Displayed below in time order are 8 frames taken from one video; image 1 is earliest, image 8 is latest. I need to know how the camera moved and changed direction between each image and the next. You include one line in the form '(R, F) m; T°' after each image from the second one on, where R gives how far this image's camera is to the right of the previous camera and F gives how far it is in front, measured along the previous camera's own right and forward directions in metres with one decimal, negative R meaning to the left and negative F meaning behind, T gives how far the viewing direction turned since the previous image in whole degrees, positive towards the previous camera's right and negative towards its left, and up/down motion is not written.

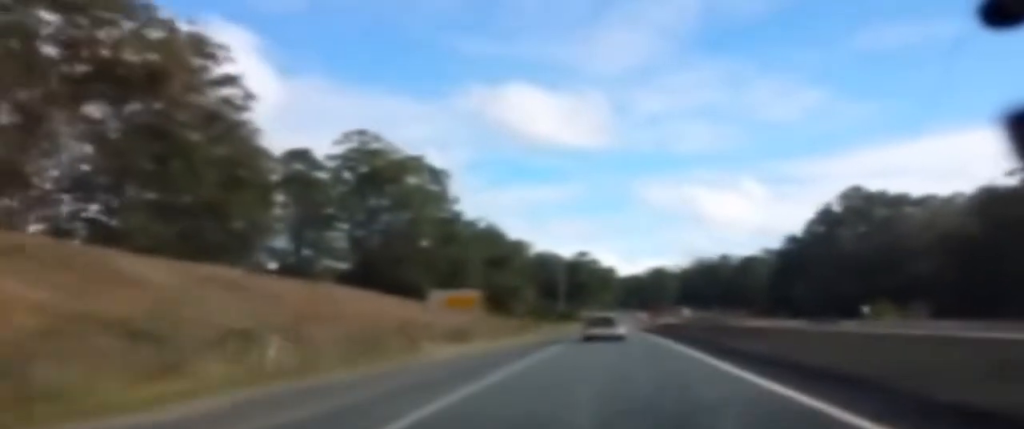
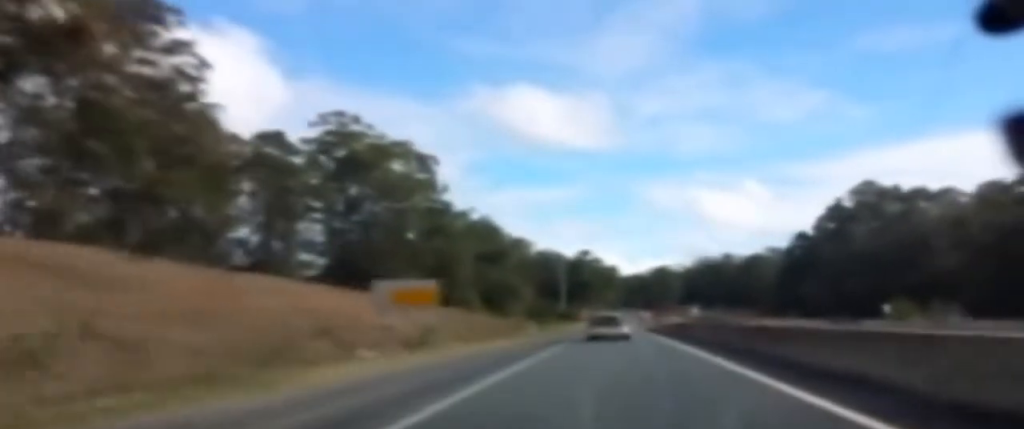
(-0.1, +10.9) m; 0°
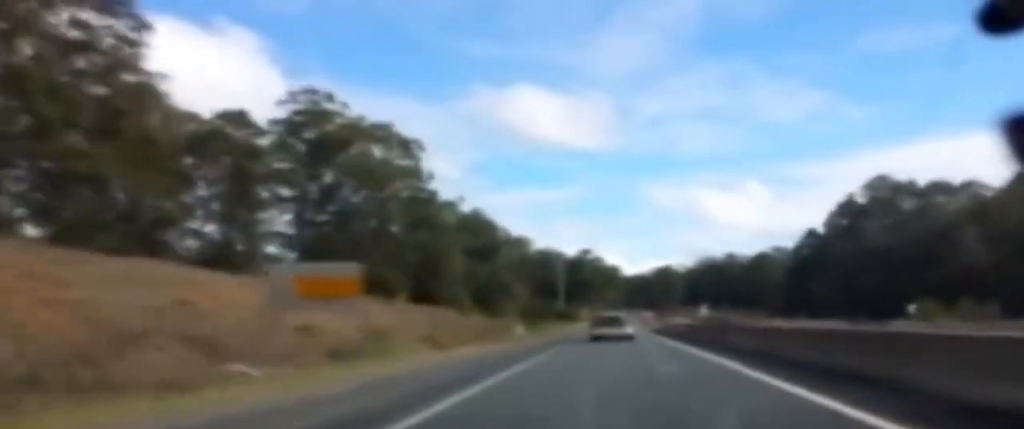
(0.0, +10.1) m; 0°
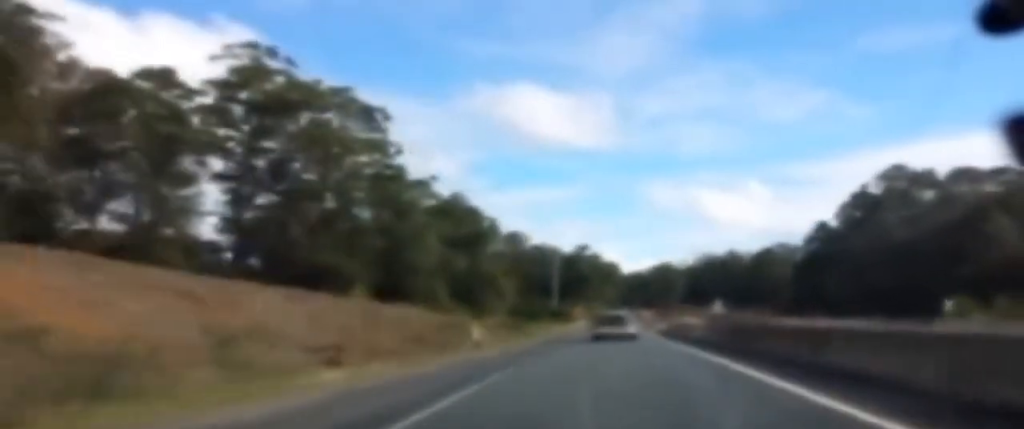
(-0.1, +14.0) m; +1°
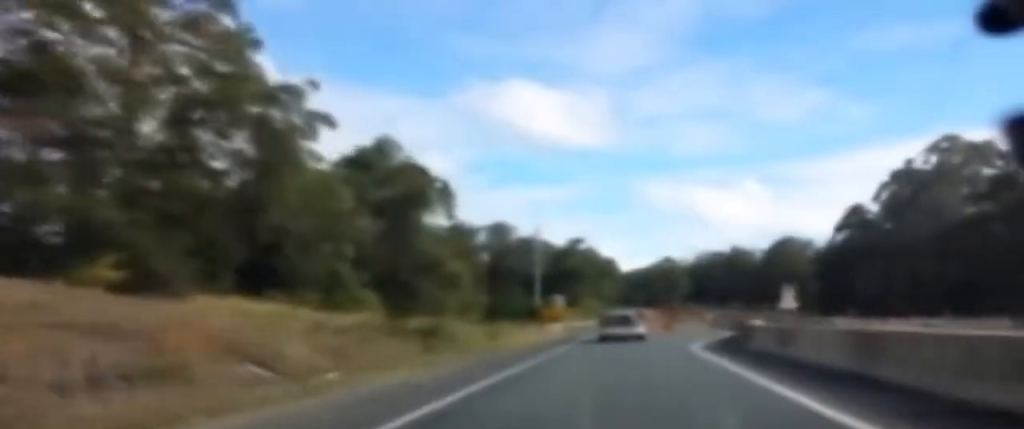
(+0.8, +33.4) m; +2°
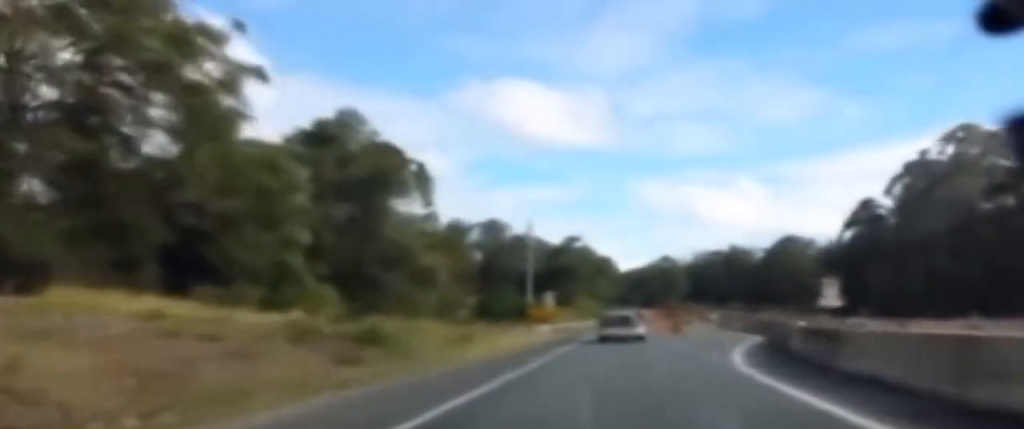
(0.0, +9.7) m; 0°
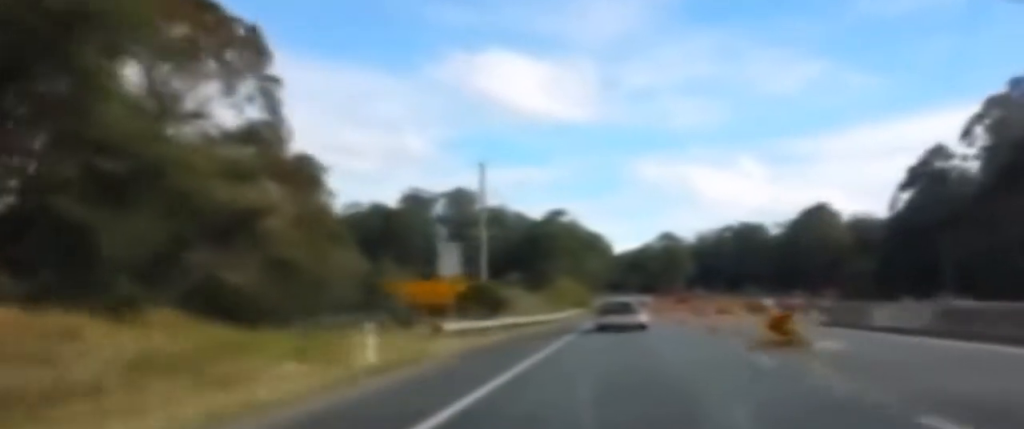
(0.0, +32.0) m; 0°
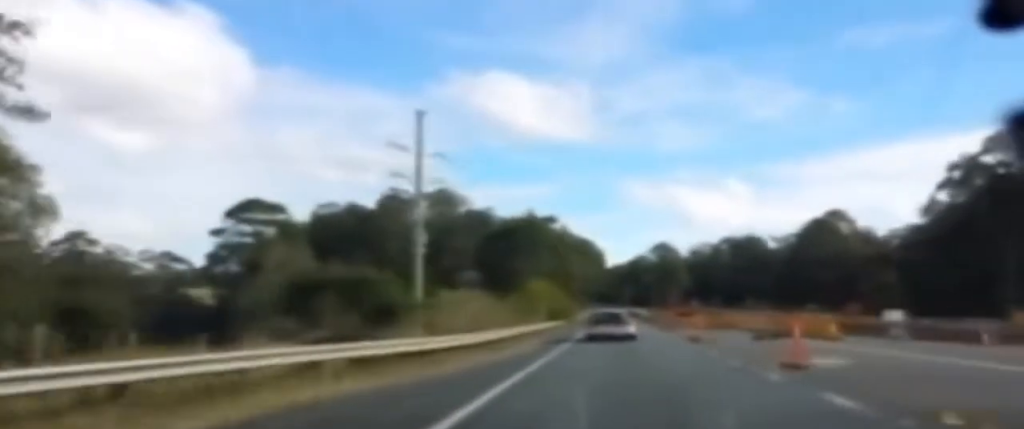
(+0.3, +31.1) m; +1°
